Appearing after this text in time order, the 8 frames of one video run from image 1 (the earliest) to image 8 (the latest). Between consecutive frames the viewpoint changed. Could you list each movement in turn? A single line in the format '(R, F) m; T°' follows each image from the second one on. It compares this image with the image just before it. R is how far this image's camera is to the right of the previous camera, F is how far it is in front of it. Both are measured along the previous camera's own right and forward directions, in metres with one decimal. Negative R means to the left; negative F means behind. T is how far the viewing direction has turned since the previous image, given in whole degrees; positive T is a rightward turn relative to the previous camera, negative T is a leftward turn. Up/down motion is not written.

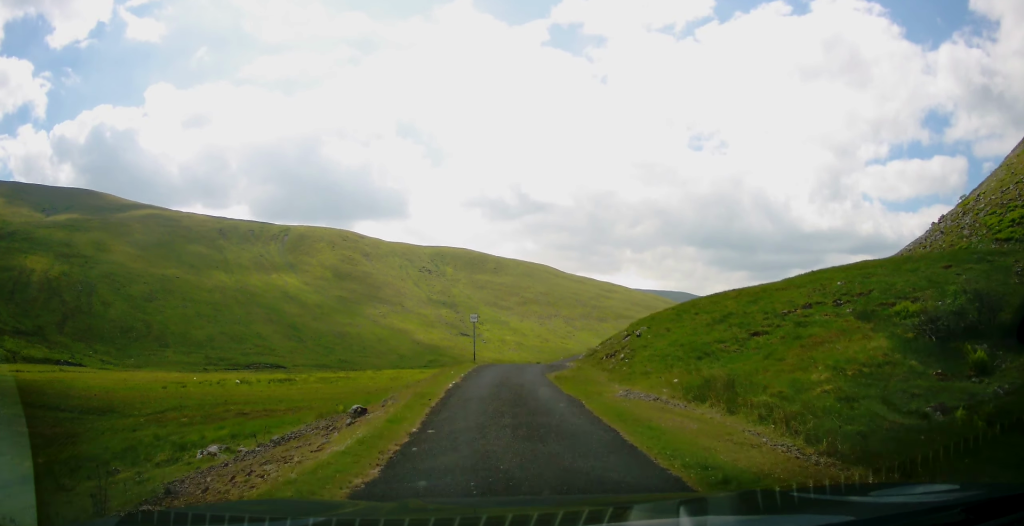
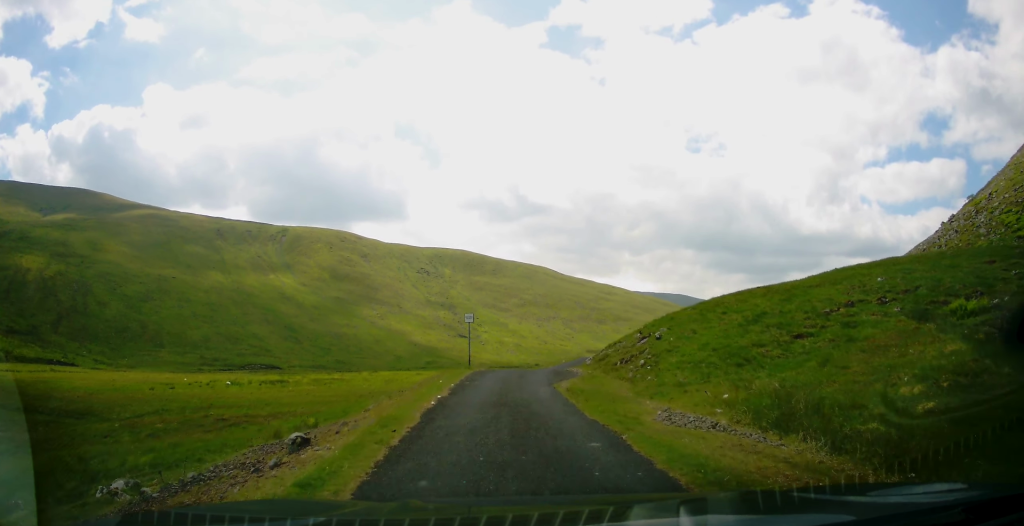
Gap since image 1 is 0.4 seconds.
(0.0, +3.7) m; -1°
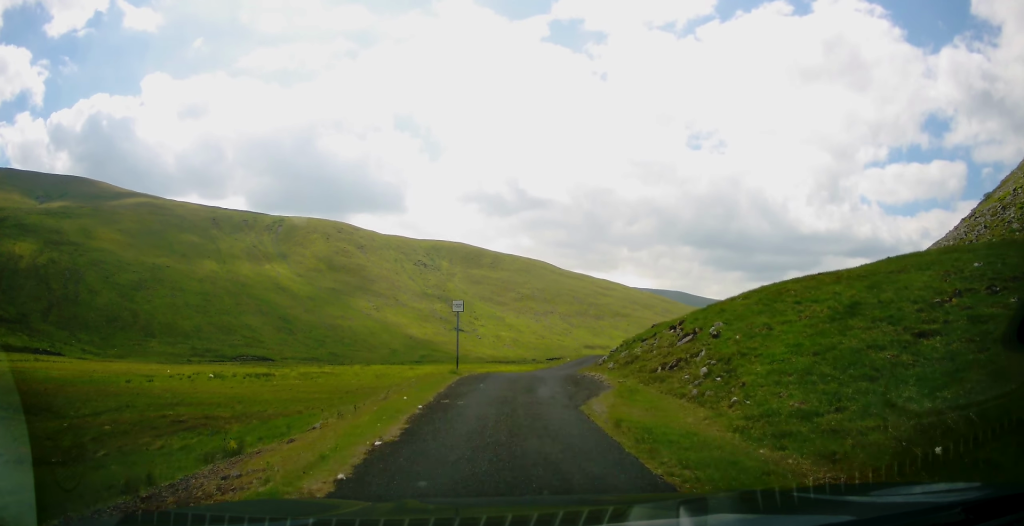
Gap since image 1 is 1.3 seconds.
(-0.1, +6.9) m; -1°
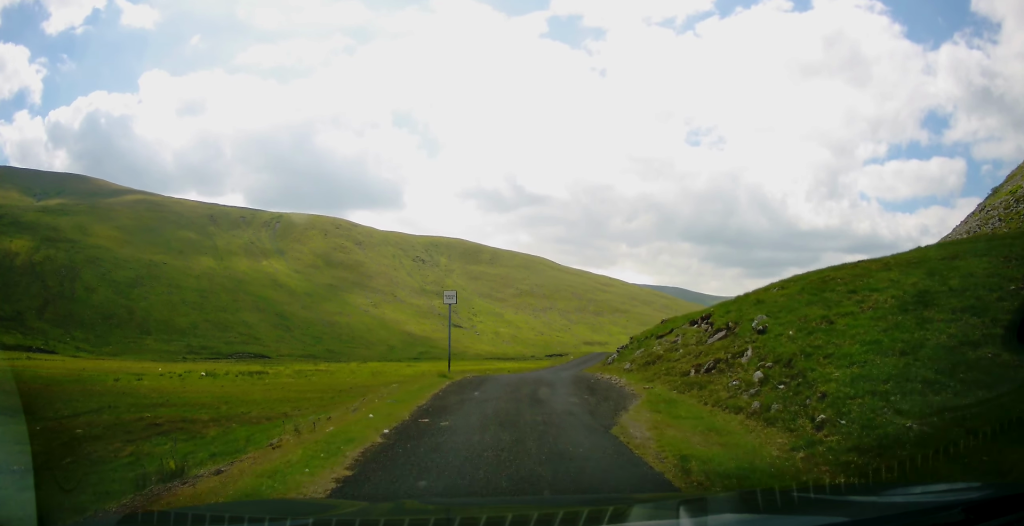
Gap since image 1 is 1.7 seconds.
(-0.1, +3.4) m; -1°
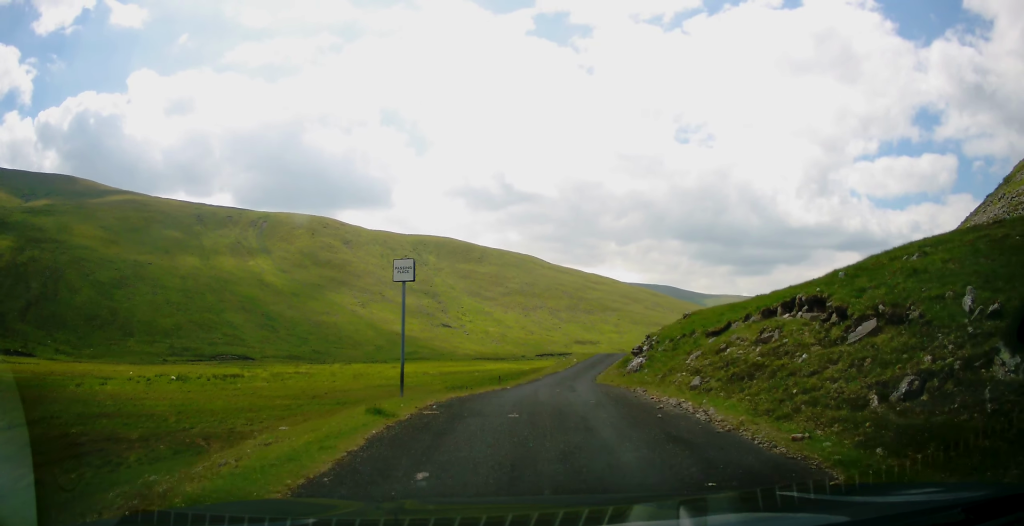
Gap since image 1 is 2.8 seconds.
(0.0, +8.3) m; +2°
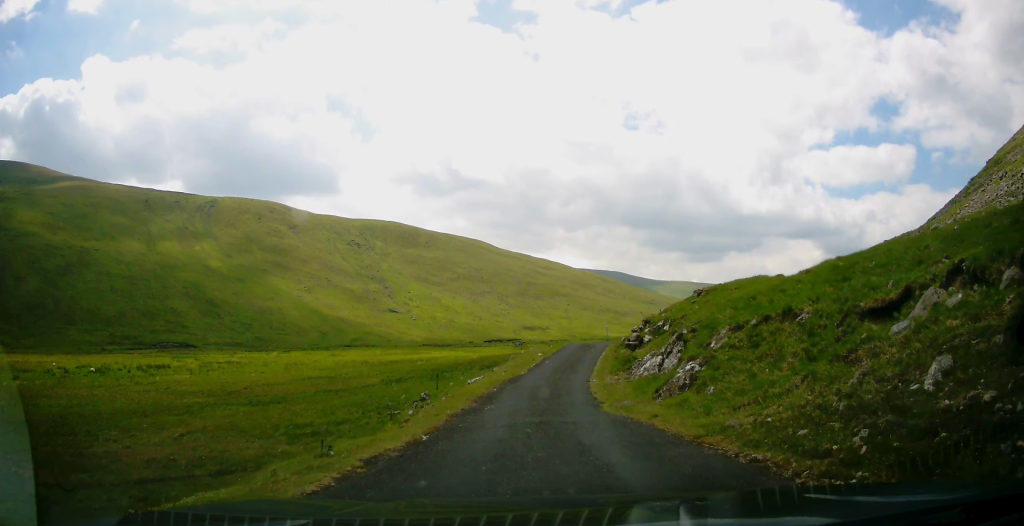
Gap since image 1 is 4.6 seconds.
(+0.6, +11.6) m; +3°
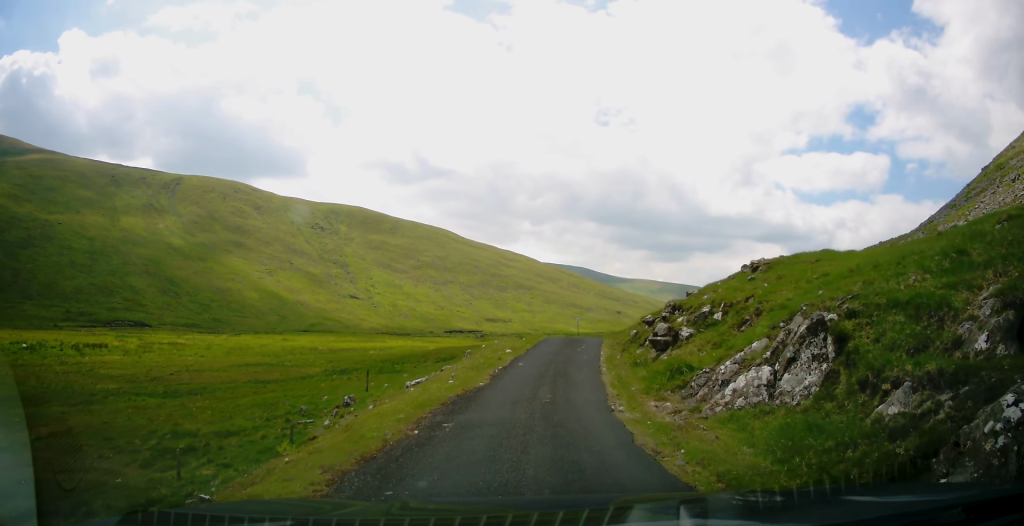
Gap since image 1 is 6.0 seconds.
(0.0, +9.1) m; +3°
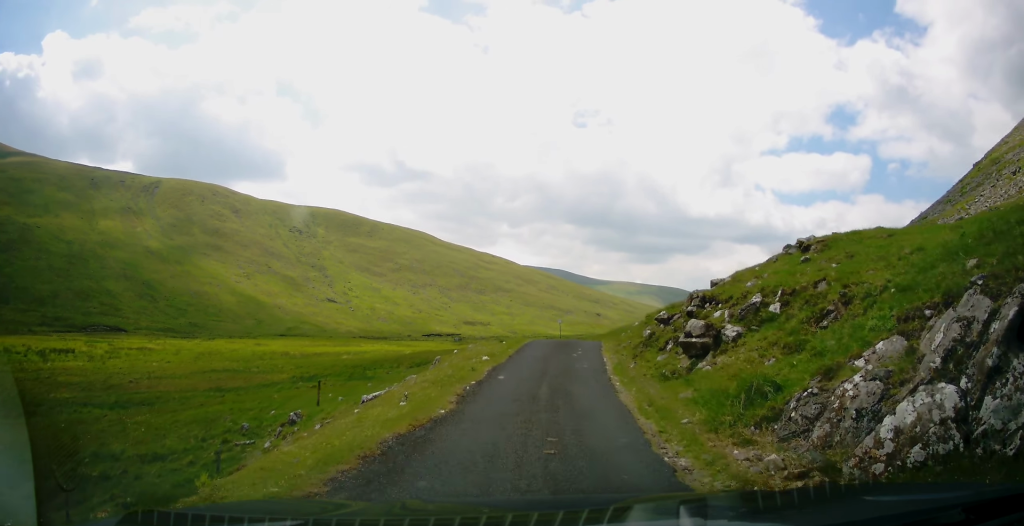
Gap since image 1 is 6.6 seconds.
(+0.2, +4.1) m; +3°
